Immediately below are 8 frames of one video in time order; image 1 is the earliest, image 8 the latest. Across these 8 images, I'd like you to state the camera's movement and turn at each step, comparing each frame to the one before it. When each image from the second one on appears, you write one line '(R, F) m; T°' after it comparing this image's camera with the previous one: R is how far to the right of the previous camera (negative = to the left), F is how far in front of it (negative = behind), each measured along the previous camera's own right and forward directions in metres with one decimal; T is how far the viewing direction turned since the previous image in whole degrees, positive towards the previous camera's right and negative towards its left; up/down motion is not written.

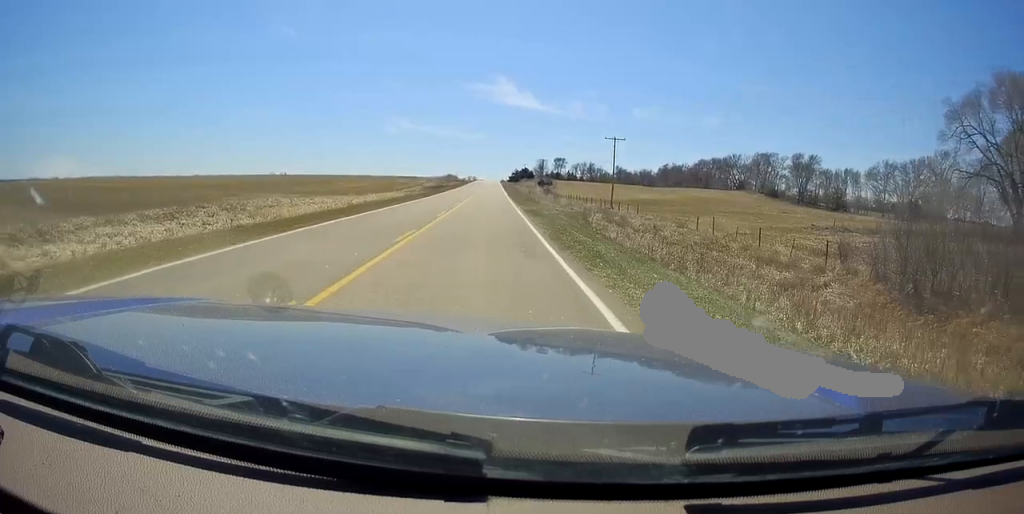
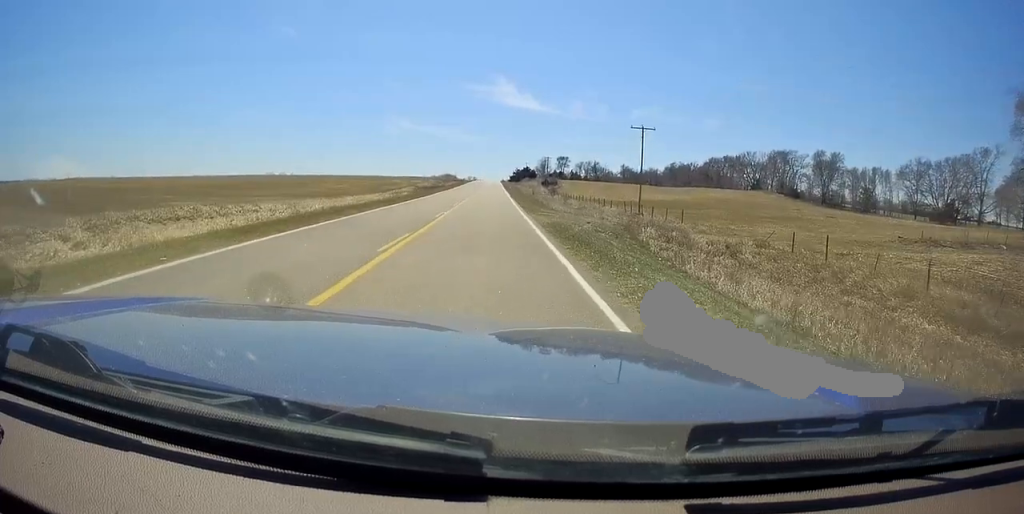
(+0.2, +13.4) m; 0°
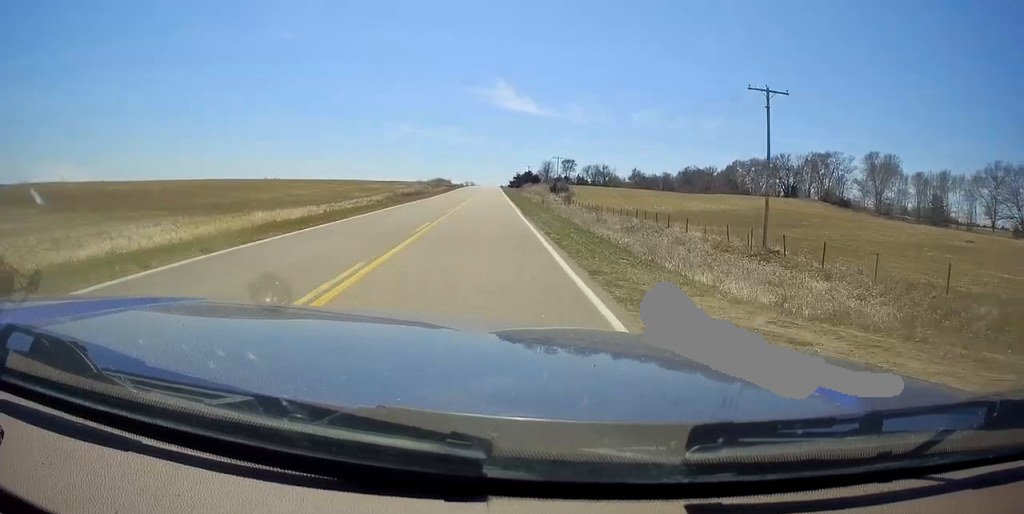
(+0.1, +27.6) m; -1°
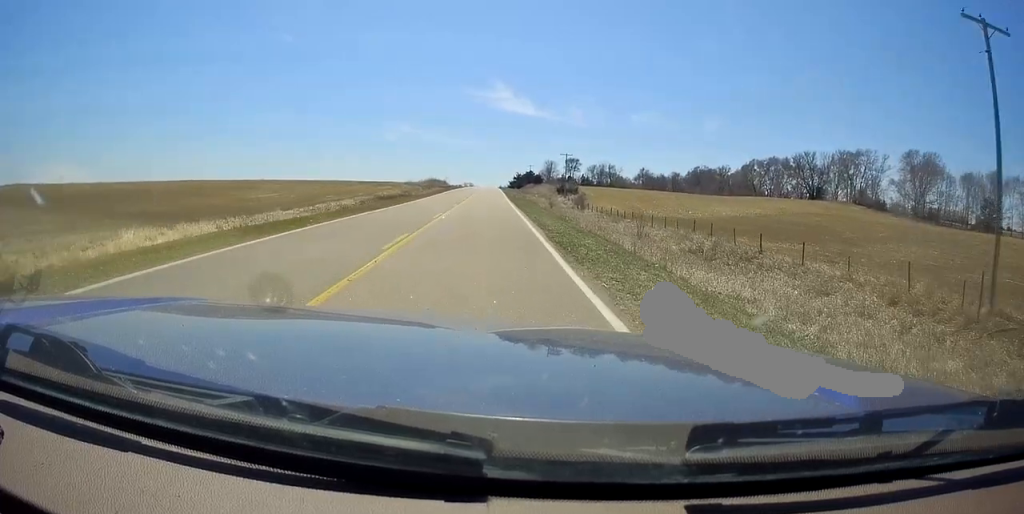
(-0.2, +16.4) m; -1°
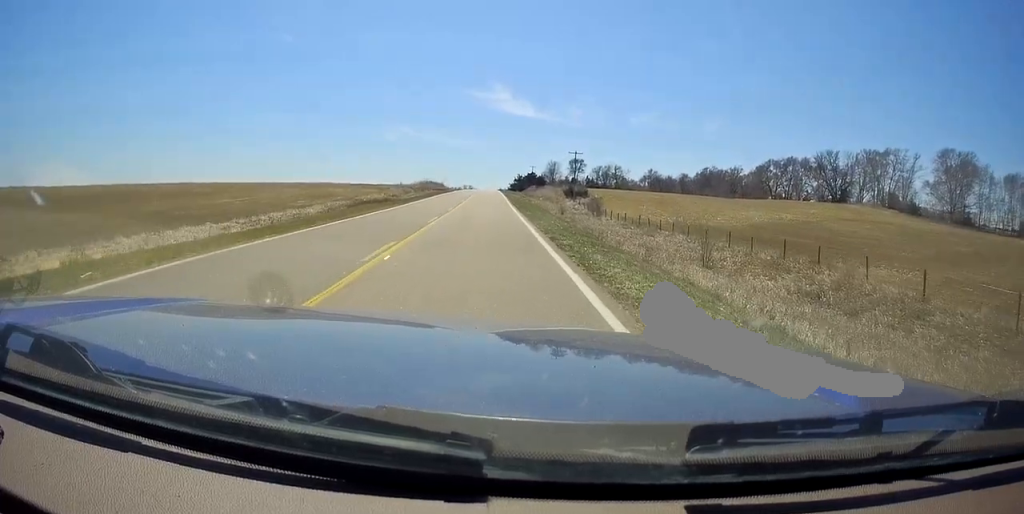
(-0.4, +12.9) m; 0°
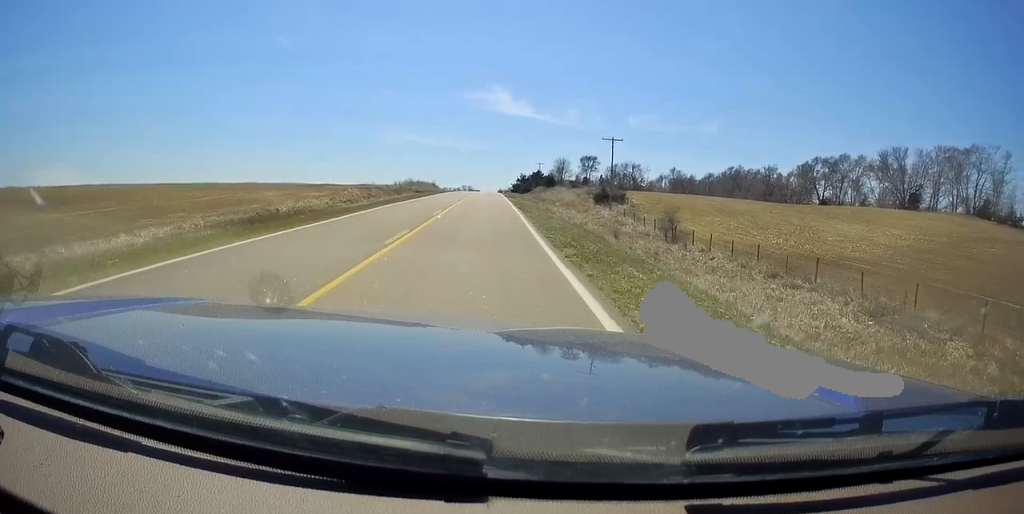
(+0.6, +30.8) m; +2°
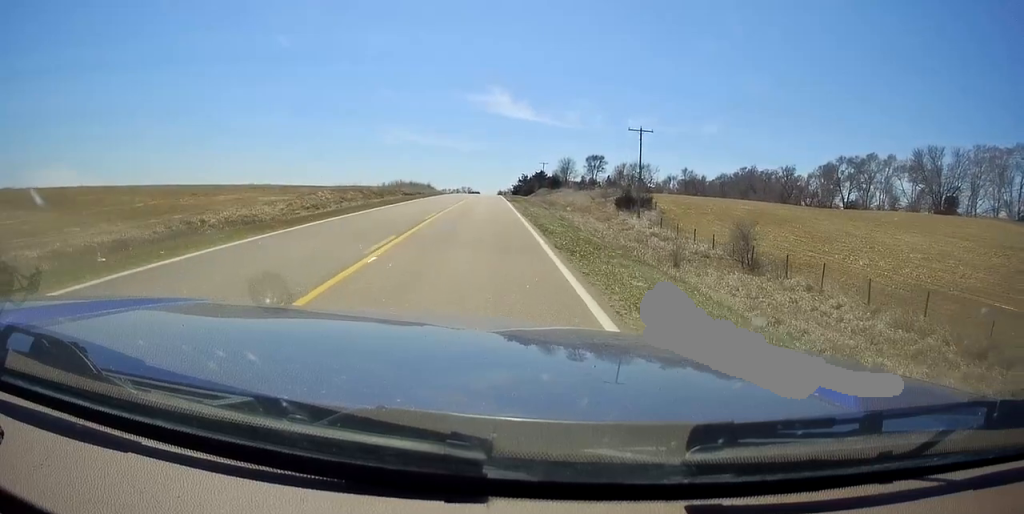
(0.0, +13.4) m; 0°
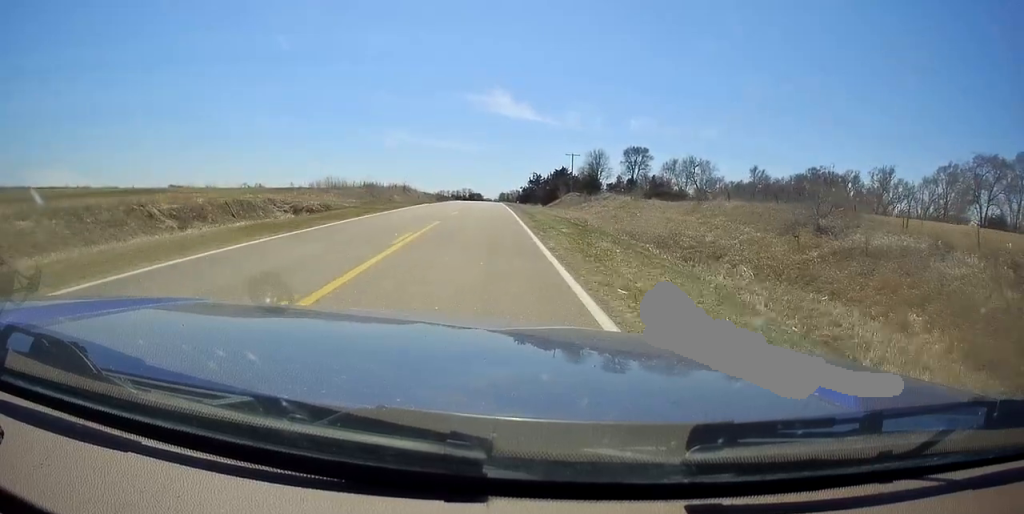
(-0.7, +53.3) m; -2°
